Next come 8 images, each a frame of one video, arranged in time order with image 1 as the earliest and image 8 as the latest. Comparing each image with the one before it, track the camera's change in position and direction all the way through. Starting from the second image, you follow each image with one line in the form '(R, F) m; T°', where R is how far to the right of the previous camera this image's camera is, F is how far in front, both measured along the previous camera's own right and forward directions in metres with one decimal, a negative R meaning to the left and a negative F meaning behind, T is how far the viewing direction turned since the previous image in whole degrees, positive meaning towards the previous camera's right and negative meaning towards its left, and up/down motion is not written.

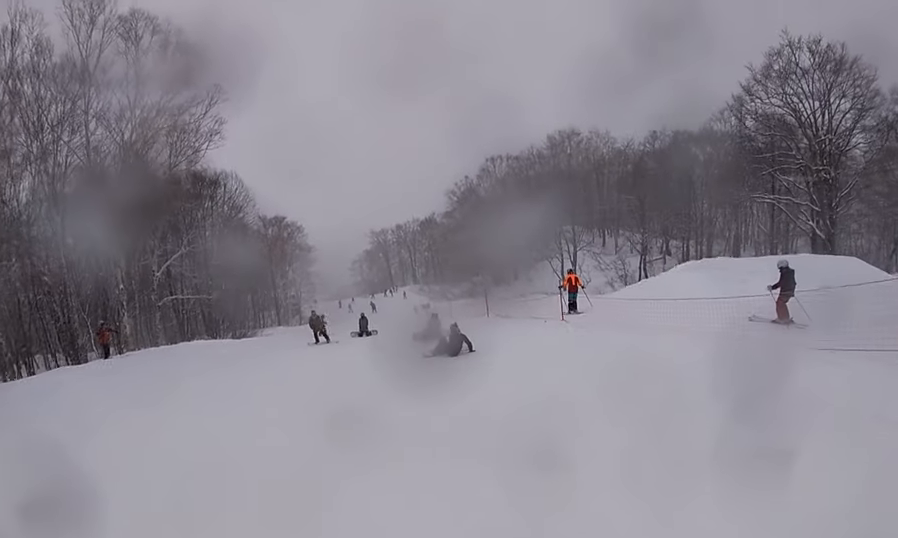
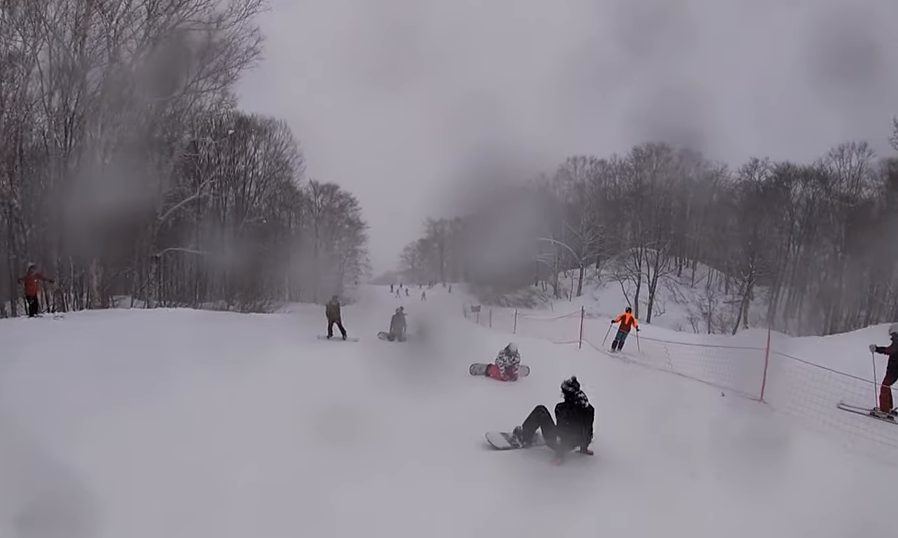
(-0.2, +7.3) m; +10°
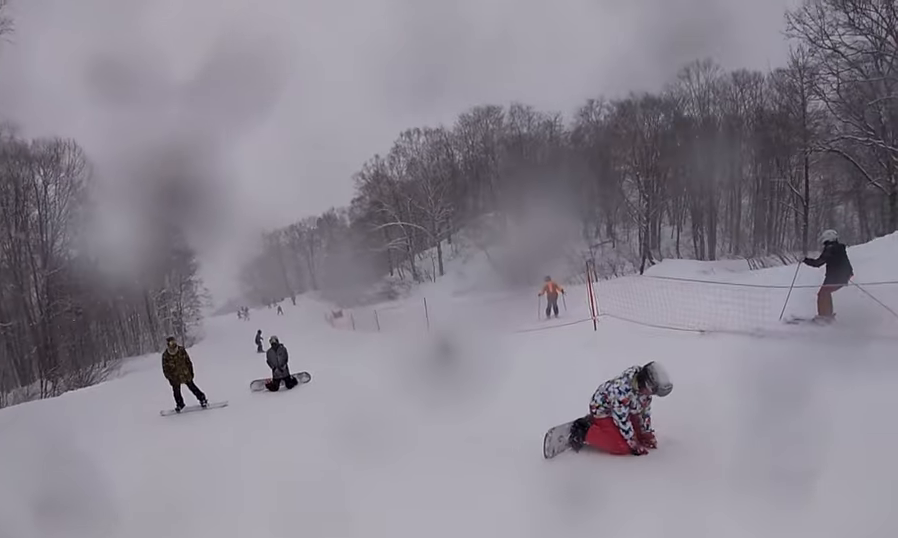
(+1.4, +7.2) m; -5°
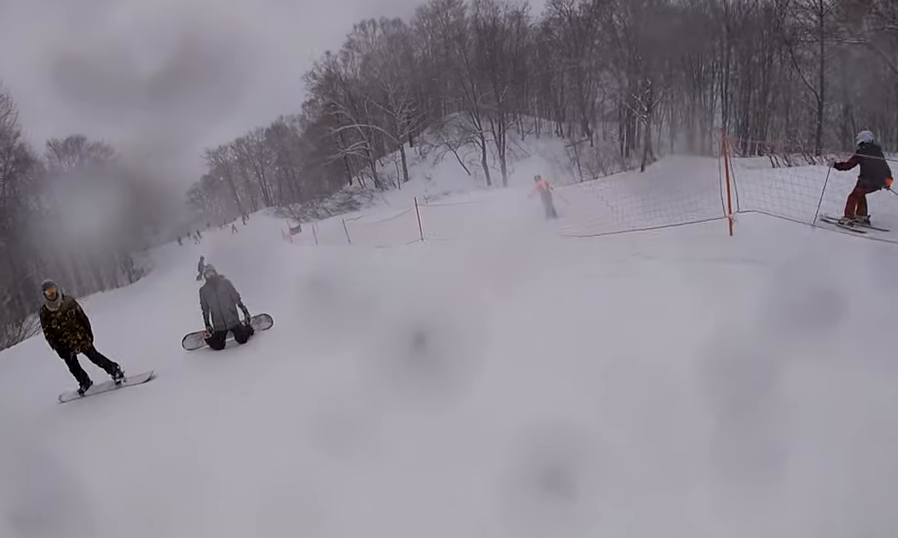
(-1.1, +3.9) m; -6°
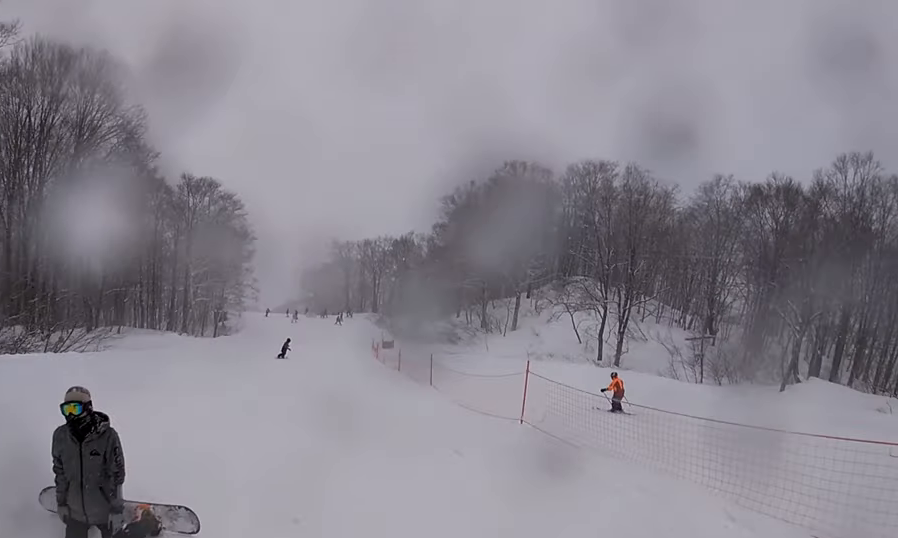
(-0.7, +4.7) m; -4°
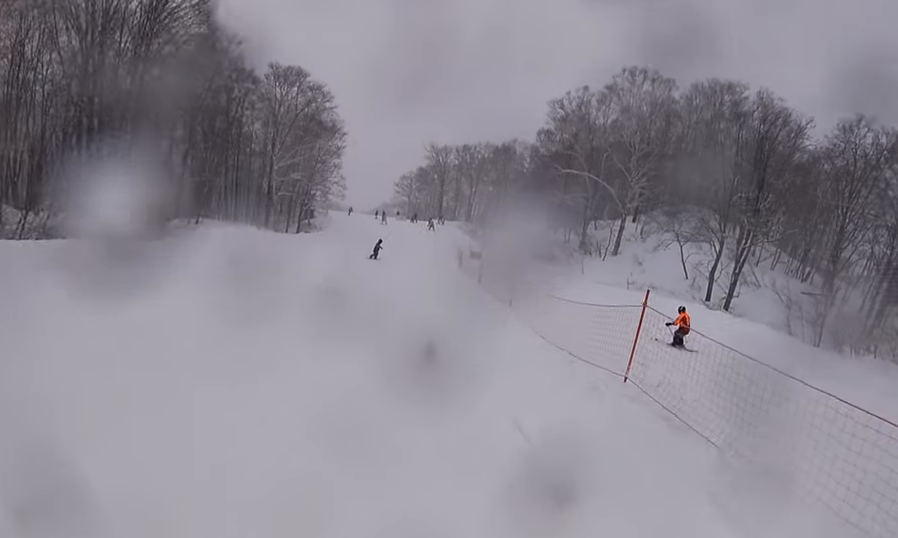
(+0.3, +3.1) m; +3°
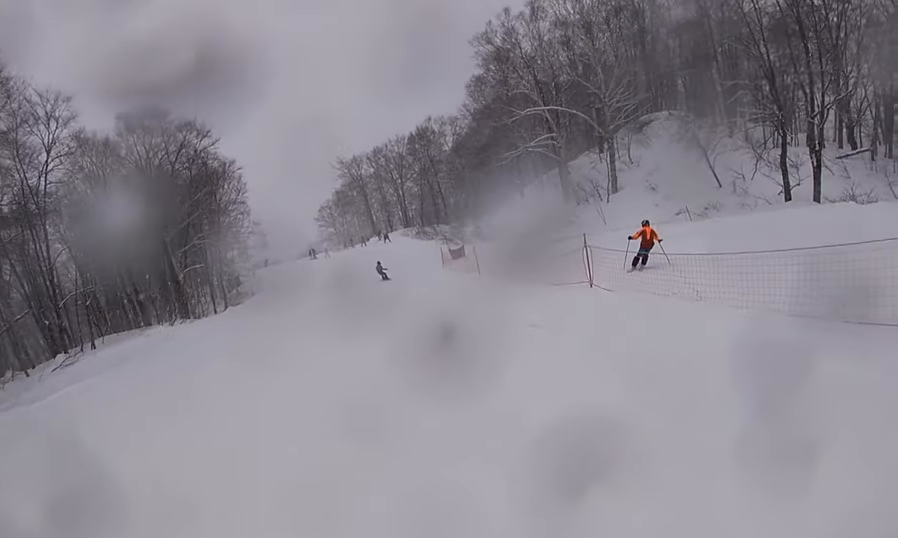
(+0.7, +12.7) m; 0°
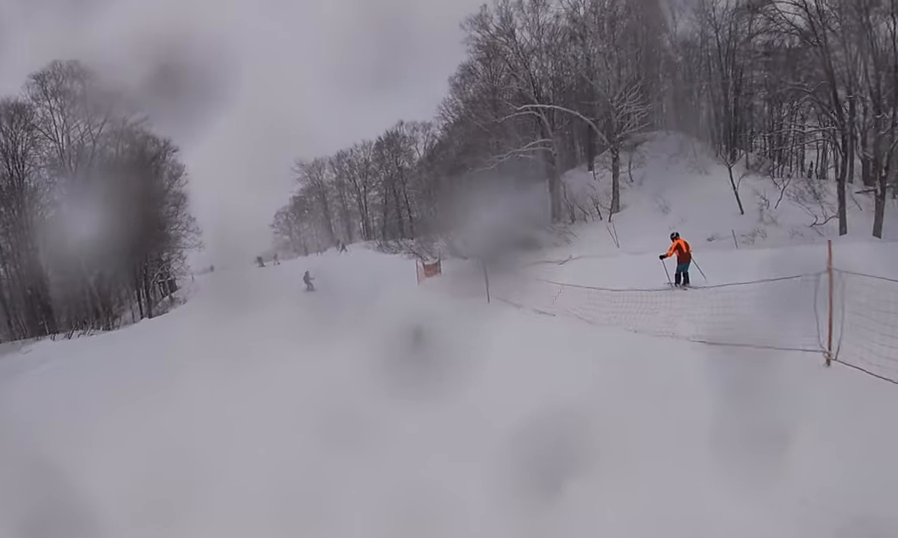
(-0.3, +6.6) m; -5°
